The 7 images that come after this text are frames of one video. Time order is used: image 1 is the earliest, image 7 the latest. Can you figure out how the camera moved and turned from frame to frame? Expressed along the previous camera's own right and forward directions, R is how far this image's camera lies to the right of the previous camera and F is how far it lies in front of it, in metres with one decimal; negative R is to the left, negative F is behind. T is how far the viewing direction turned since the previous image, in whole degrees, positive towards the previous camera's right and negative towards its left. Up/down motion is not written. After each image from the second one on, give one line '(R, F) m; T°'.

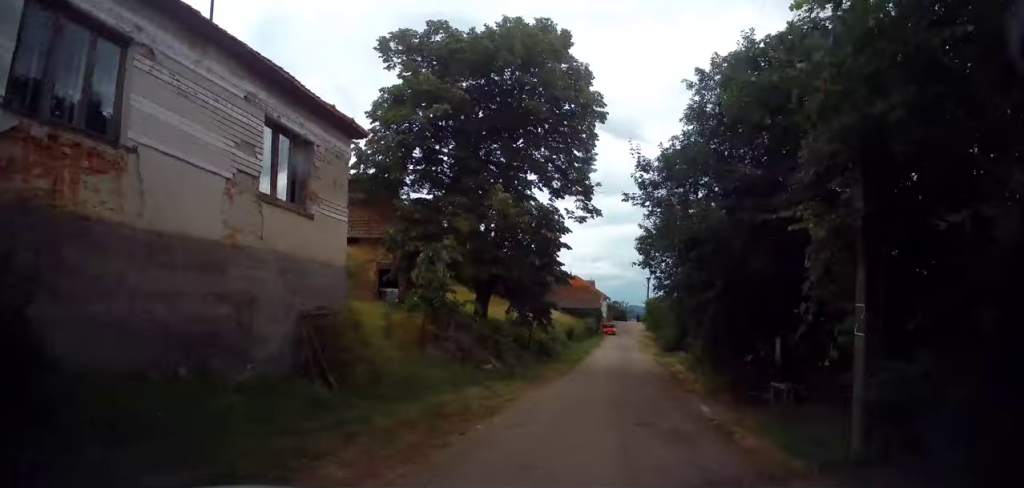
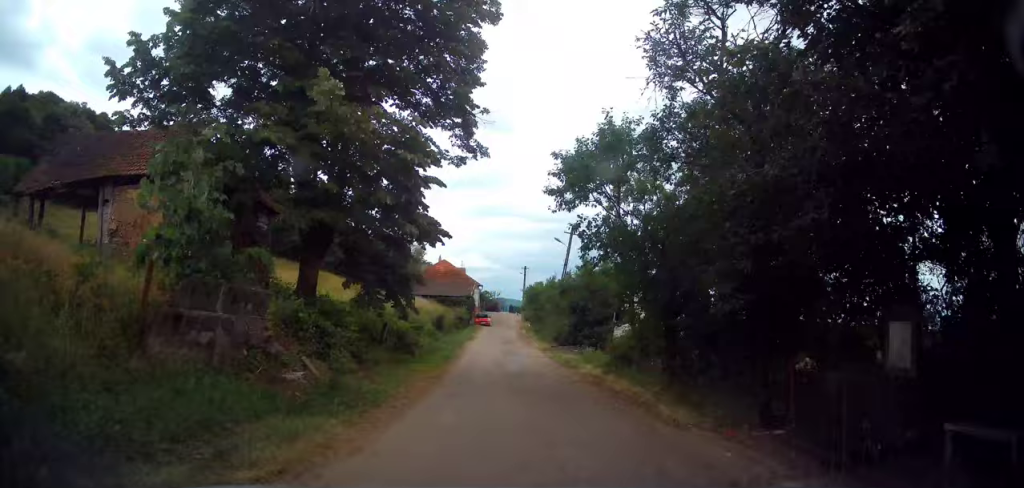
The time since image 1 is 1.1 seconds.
(+1.0, +6.9) m; +6°
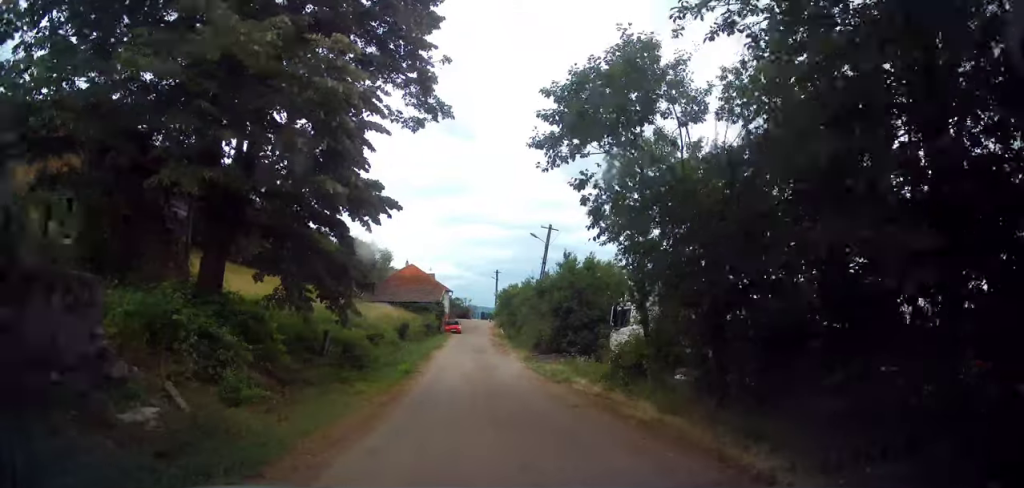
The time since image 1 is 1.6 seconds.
(-0.1, +3.8) m; 0°
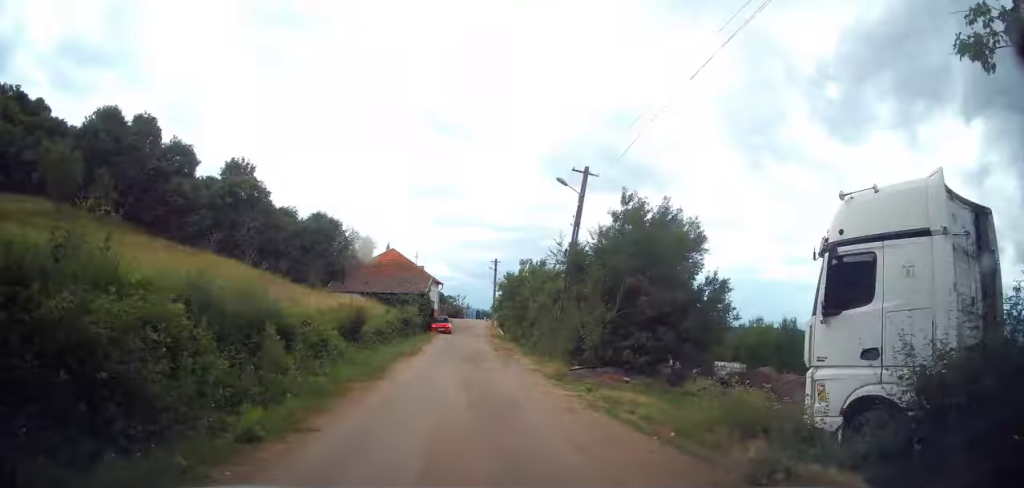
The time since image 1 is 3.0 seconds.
(+0.2, +11.6) m; +2°
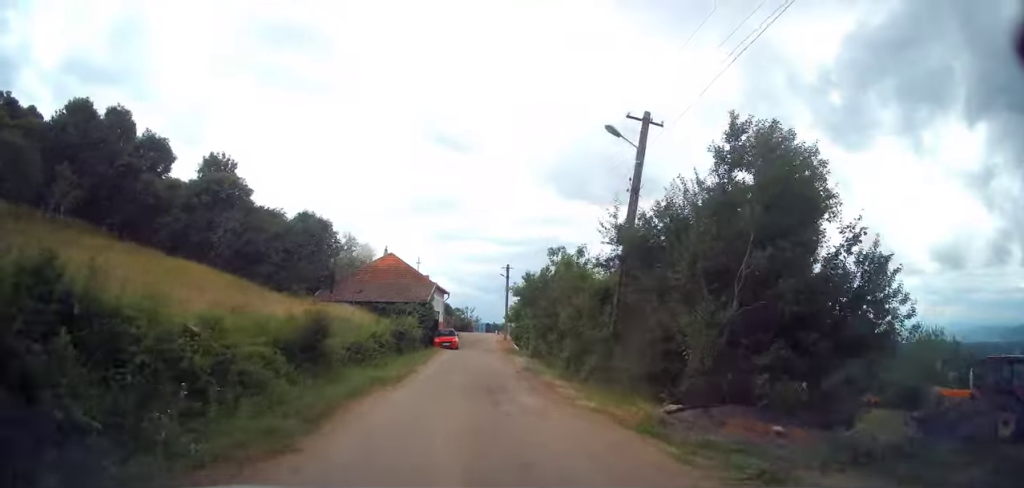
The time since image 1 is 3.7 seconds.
(0.0, +6.8) m; +1°
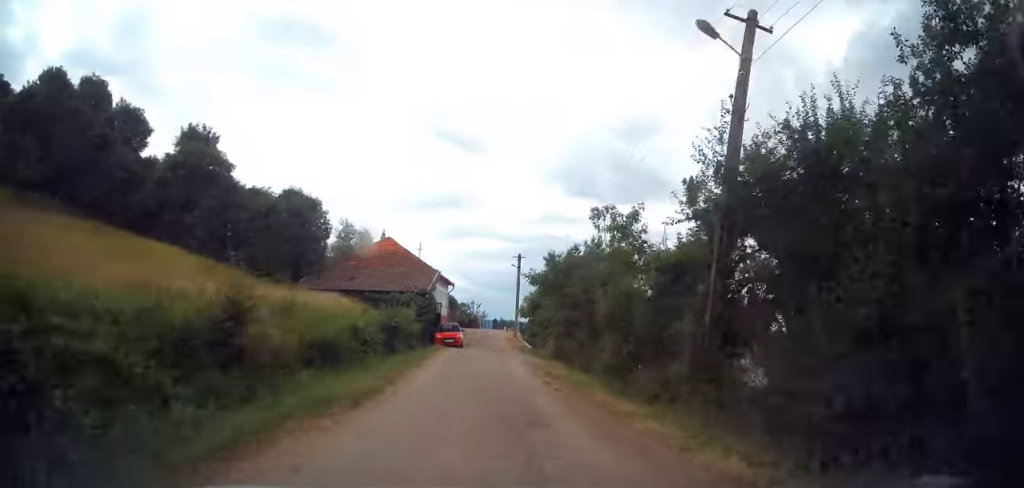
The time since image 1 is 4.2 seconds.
(0.0, +5.3) m; 0°
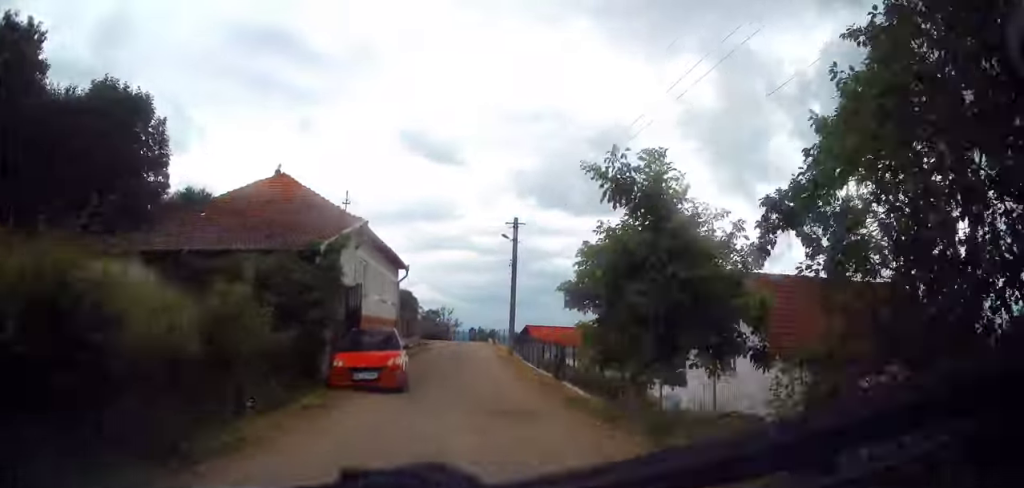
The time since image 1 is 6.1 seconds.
(+0.2, +19.8) m; 0°
